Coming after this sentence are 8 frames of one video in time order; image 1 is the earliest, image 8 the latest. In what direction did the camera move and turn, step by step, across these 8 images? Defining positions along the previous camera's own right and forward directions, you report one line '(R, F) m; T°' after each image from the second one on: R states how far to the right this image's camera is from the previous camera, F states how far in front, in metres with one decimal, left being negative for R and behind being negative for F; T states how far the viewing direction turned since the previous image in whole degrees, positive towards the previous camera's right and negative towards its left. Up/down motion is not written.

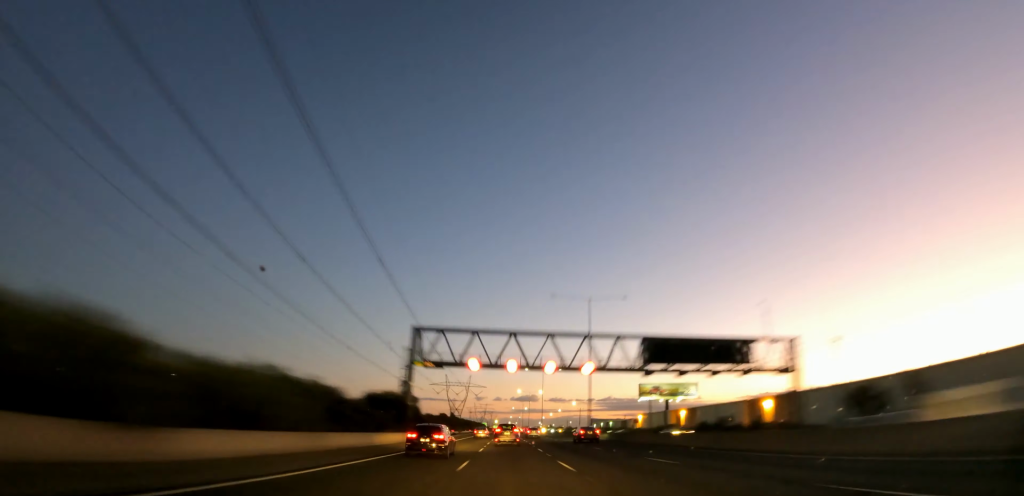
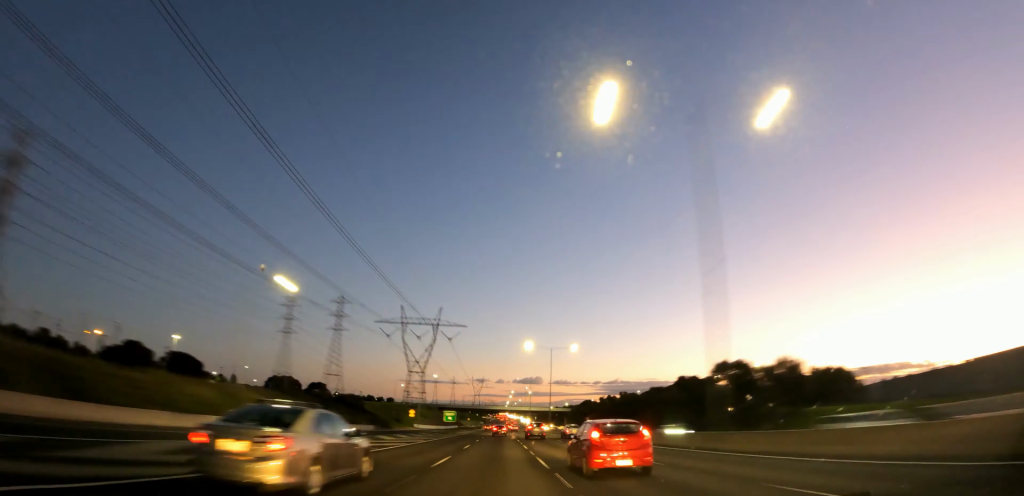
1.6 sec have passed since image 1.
(+1.6, +47.9) m; +3°
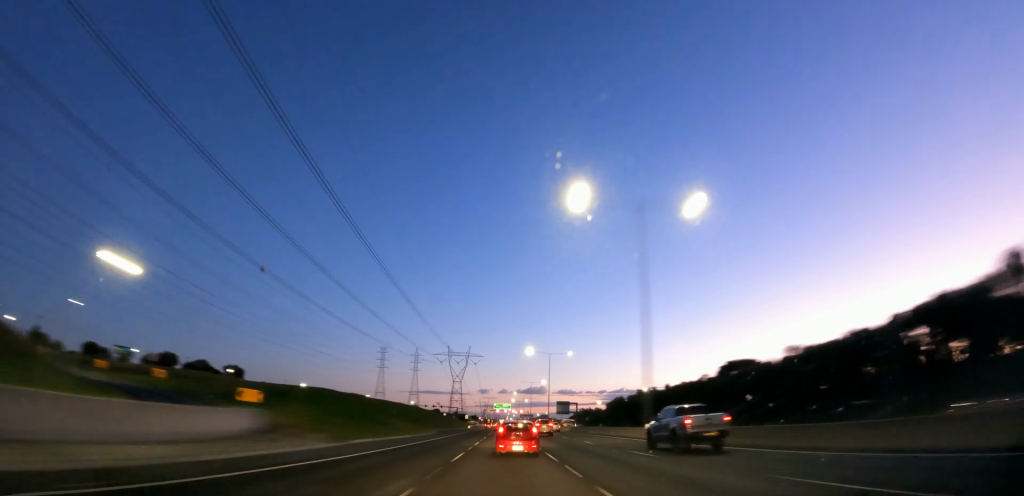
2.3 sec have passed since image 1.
(0.0, +18.4) m; +1°
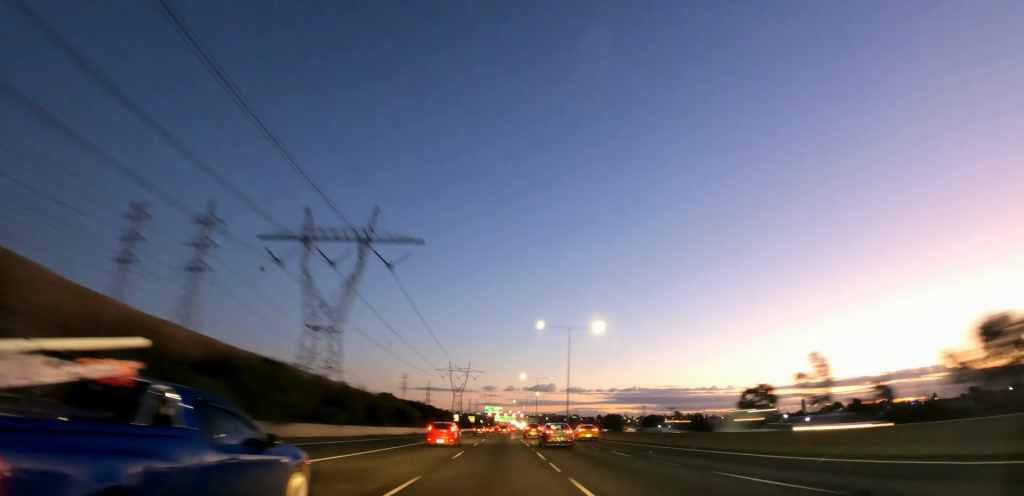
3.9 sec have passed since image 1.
(-0.2, +46.9) m; 0°
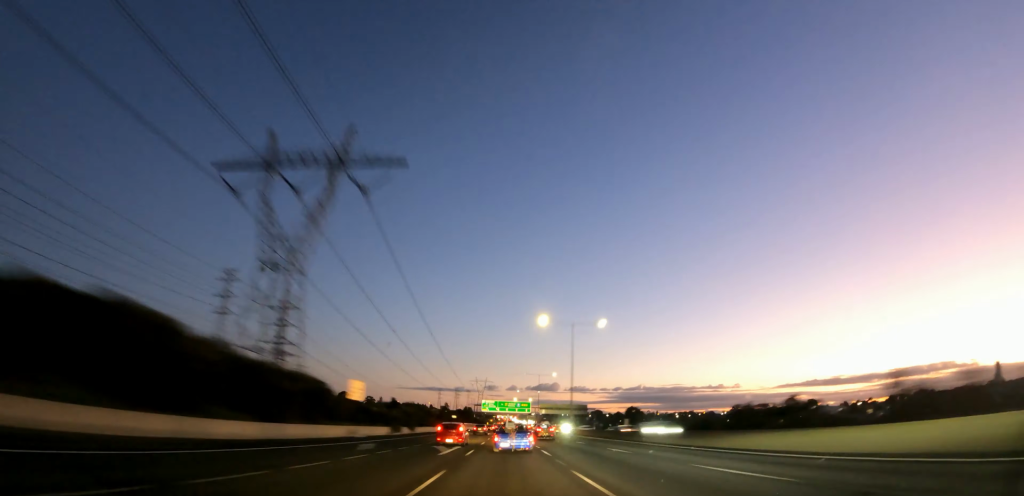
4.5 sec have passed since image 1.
(+0.1, +19.5) m; +1°
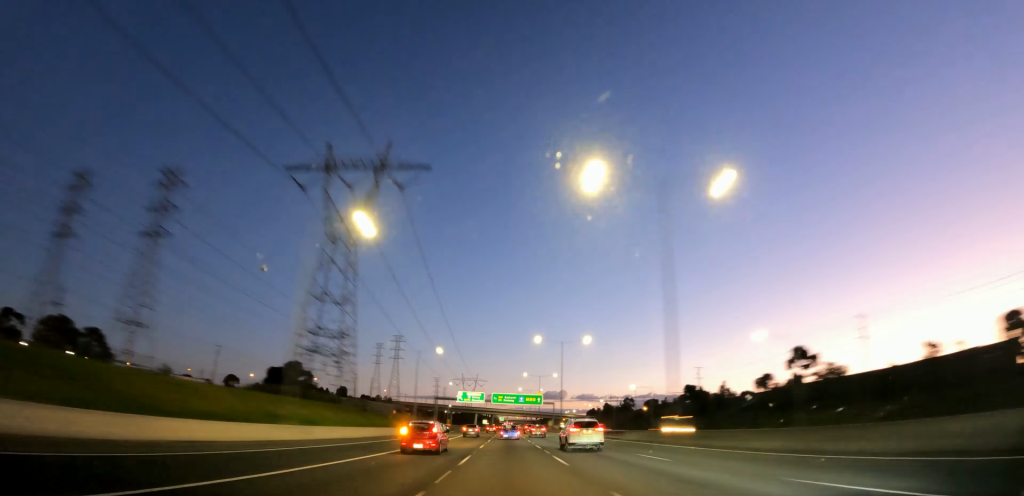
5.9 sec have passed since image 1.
(+1.0, +38.8) m; +1°
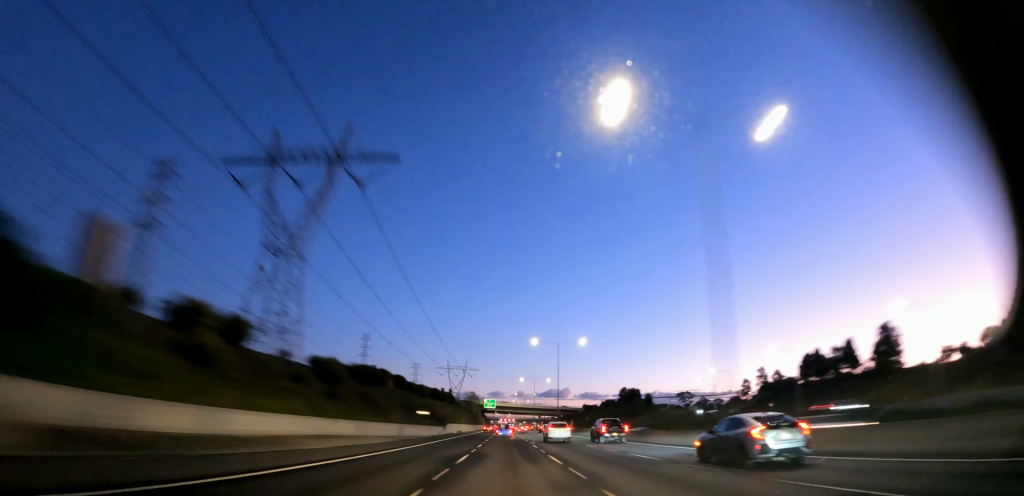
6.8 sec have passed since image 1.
(0.0, +26.9) m; +1°
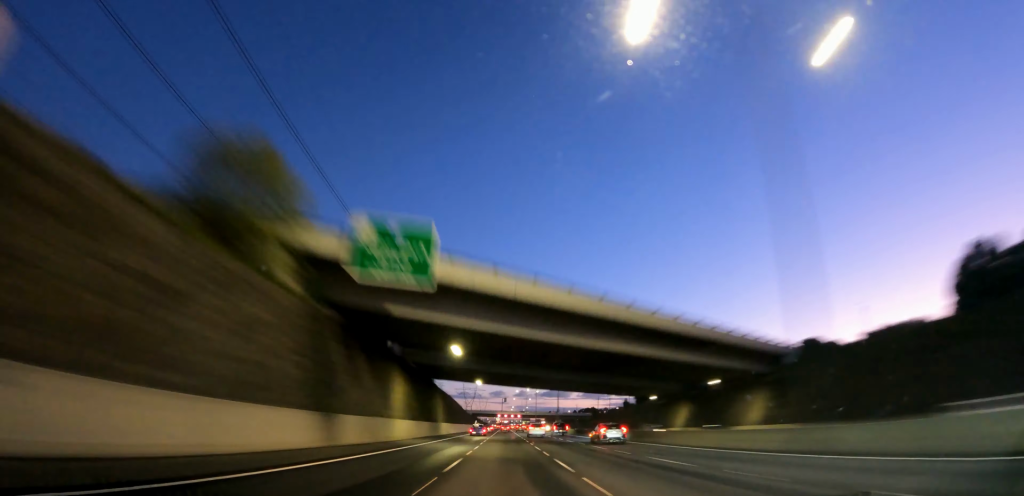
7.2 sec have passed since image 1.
(-0.2, +12.4) m; +1°
